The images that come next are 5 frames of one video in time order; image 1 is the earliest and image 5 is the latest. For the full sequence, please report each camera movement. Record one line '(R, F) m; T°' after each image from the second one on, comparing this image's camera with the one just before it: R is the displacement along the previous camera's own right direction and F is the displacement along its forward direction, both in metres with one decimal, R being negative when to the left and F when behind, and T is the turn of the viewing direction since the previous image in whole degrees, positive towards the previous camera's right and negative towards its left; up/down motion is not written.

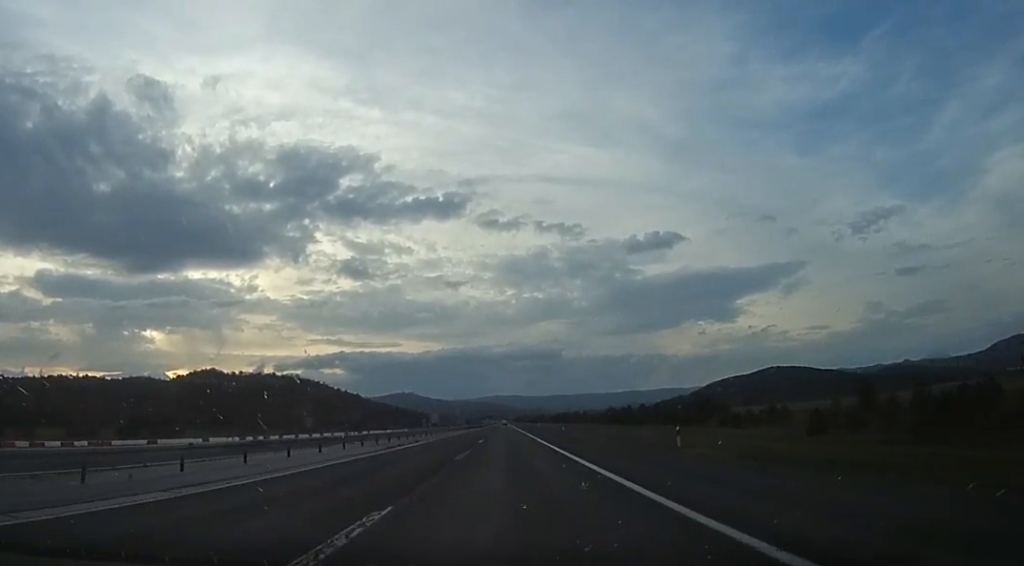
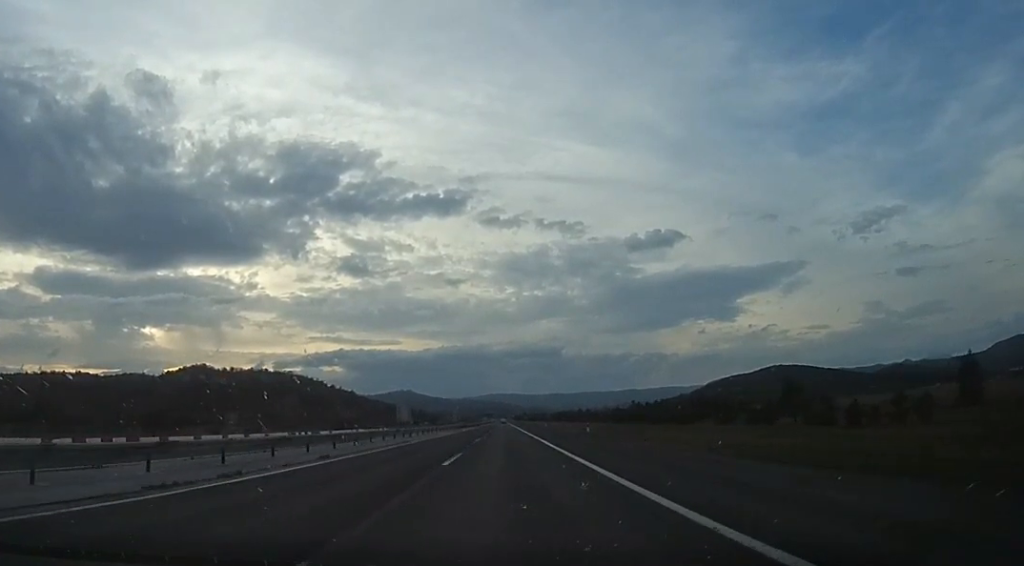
(0.0, +21.4) m; 0°
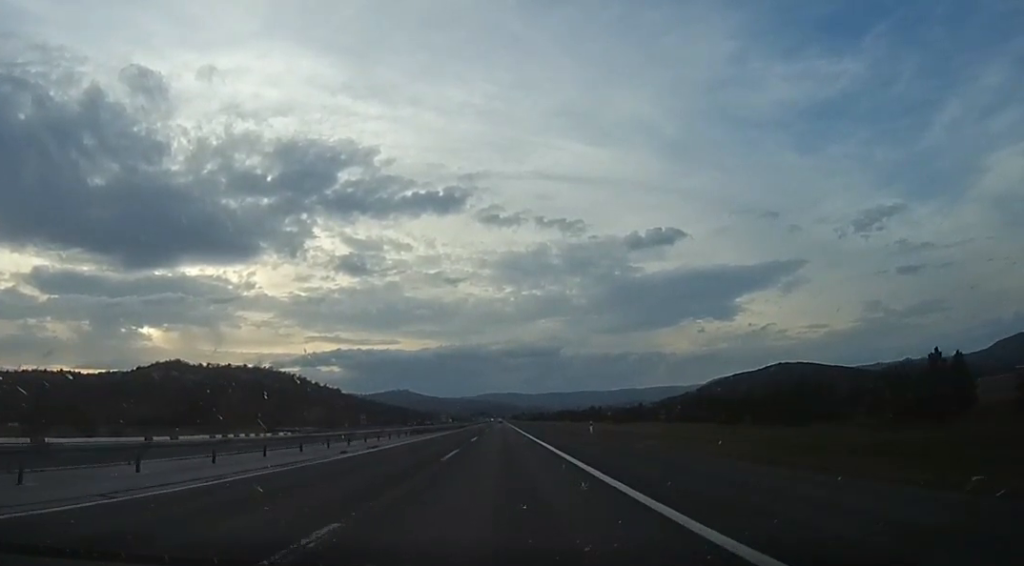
(0.0, +51.7) m; 0°
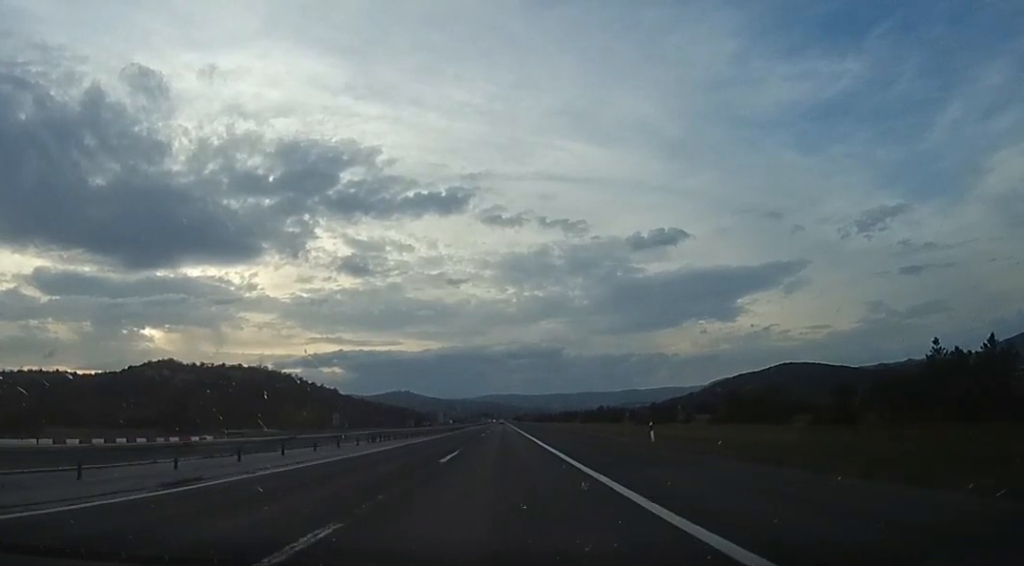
(0.0, +18.0) m; 0°
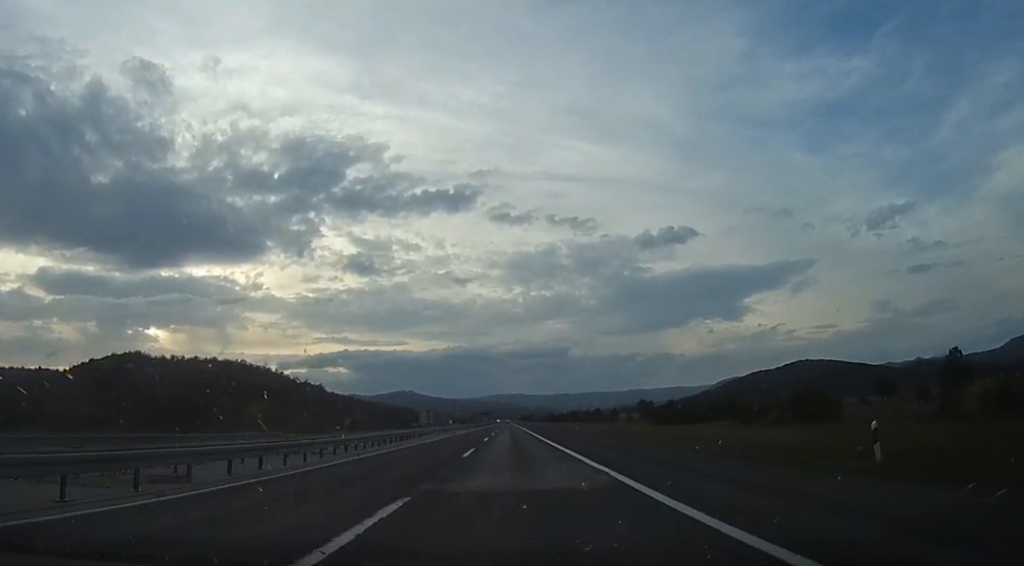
(0.0, +68.8) m; 0°
